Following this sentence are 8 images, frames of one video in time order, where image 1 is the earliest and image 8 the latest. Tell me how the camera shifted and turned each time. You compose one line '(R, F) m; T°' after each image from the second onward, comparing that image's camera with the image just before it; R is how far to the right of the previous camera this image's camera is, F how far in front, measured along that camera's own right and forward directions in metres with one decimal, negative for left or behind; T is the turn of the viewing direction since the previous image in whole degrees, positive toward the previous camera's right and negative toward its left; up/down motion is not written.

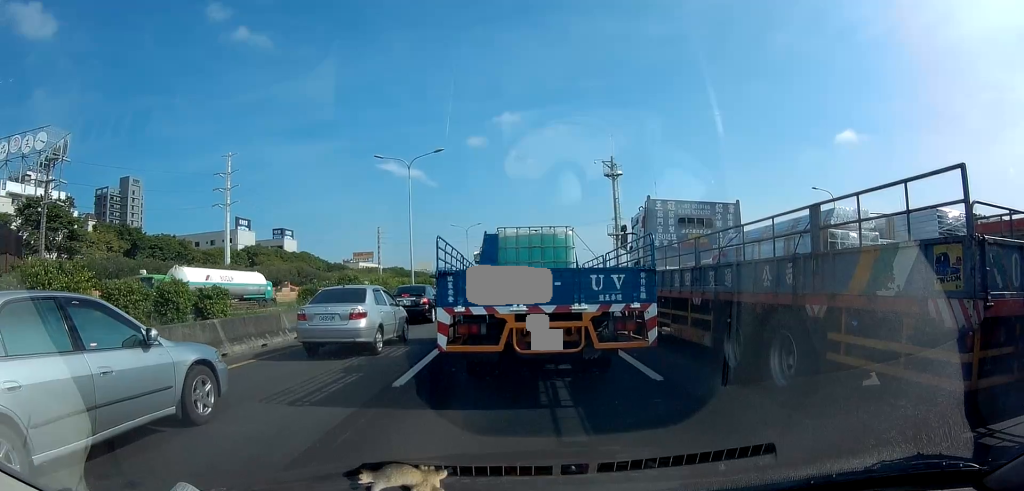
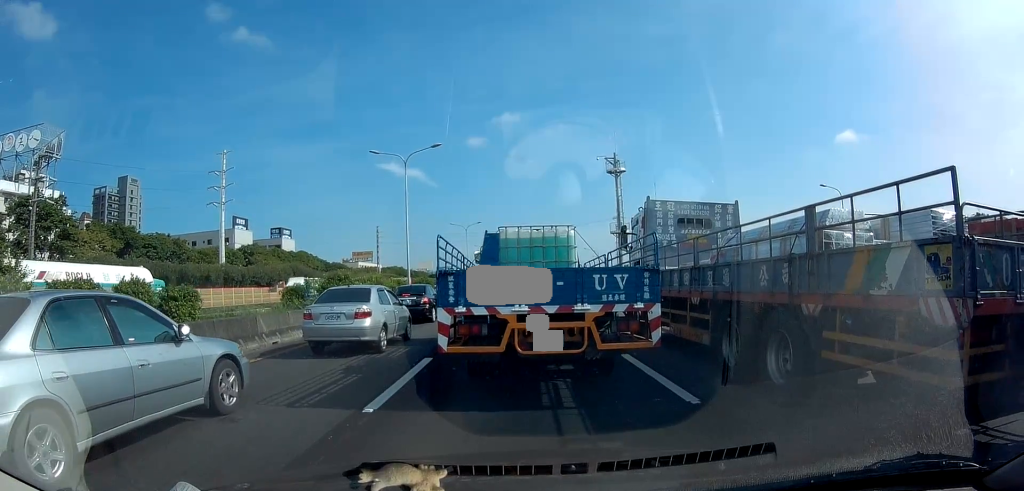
(0.0, +1.5) m; +1°
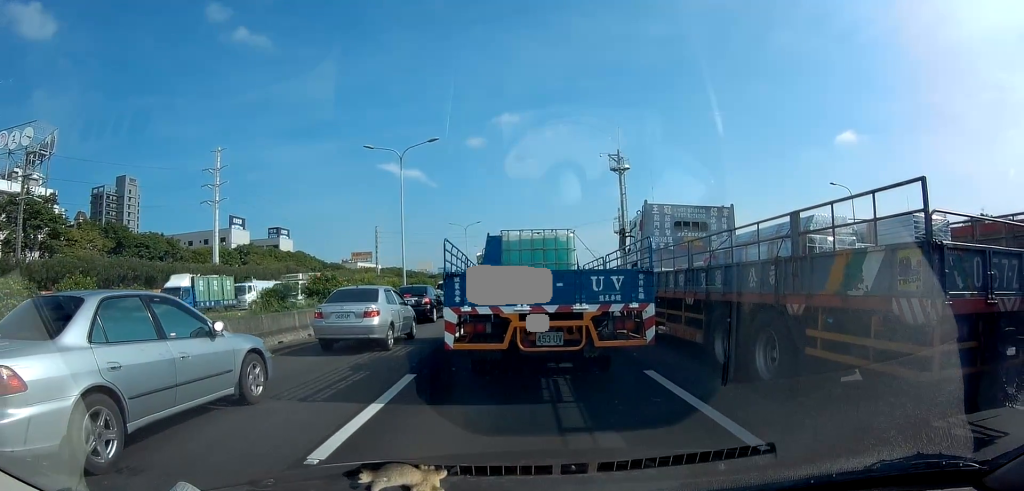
(0.0, +1.7) m; 0°
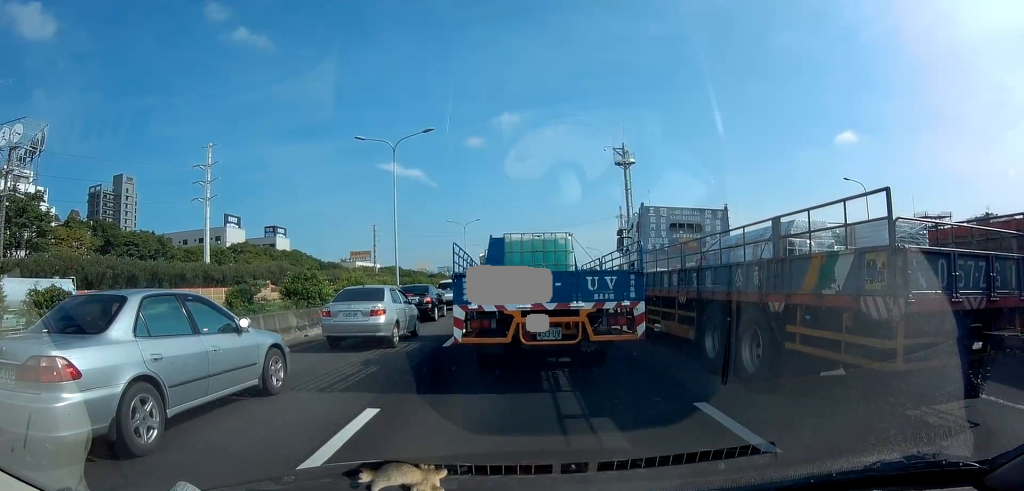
(0.0, +2.2) m; 0°
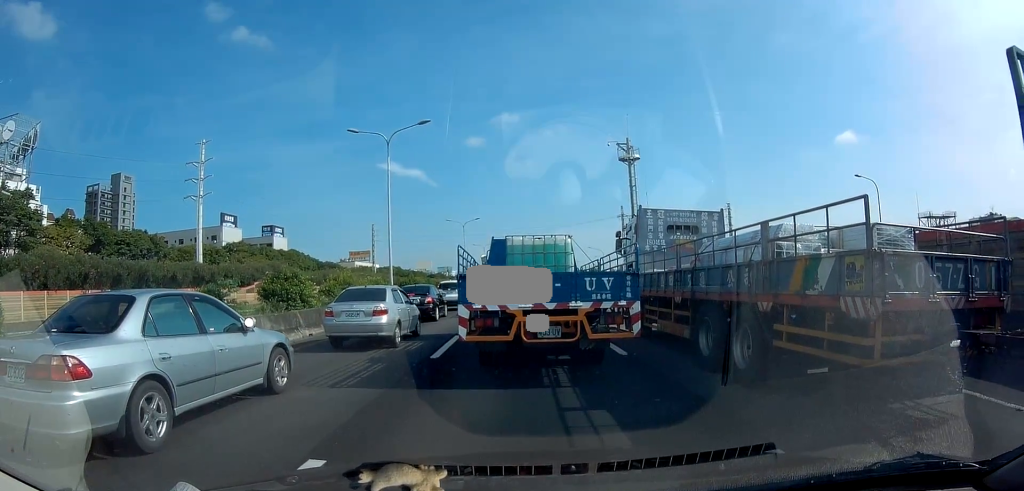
(0.0, +1.8) m; 0°
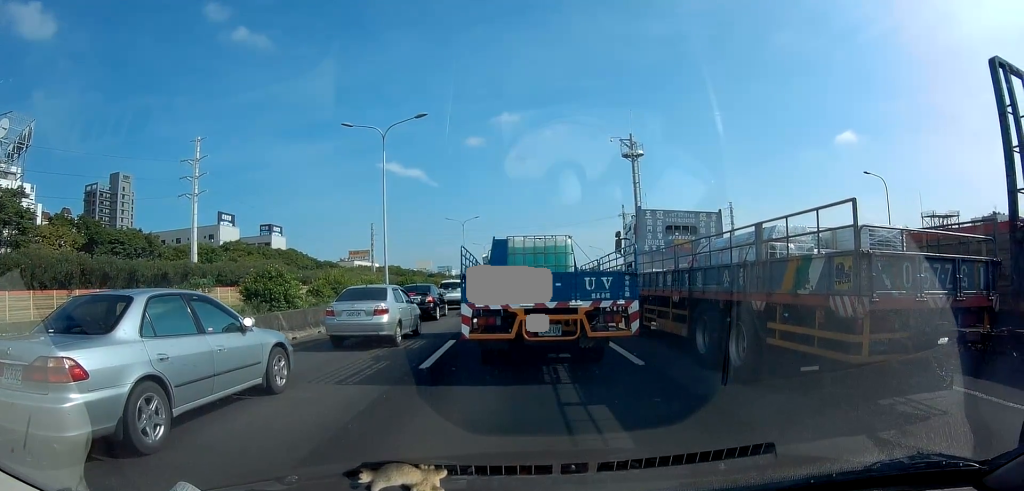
(0.0, +1.3) m; 0°
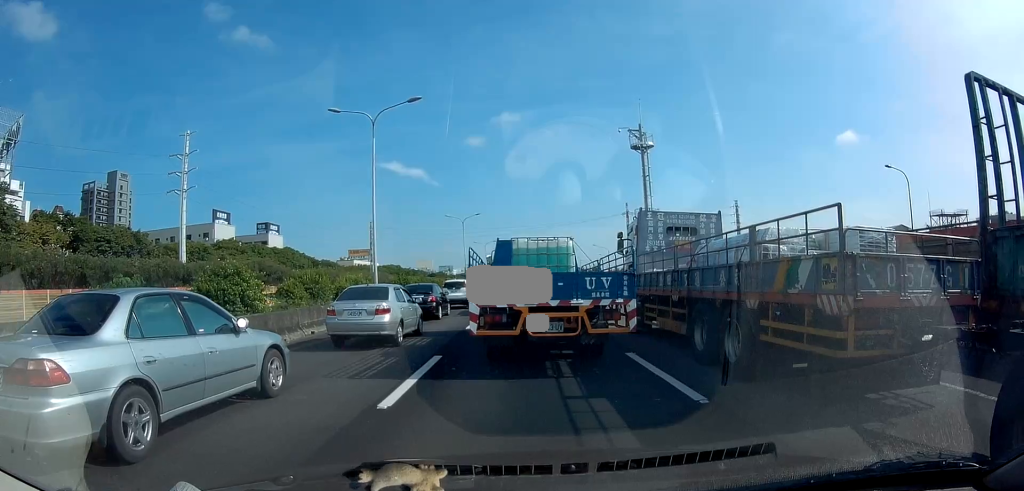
(0.0, +2.9) m; 0°
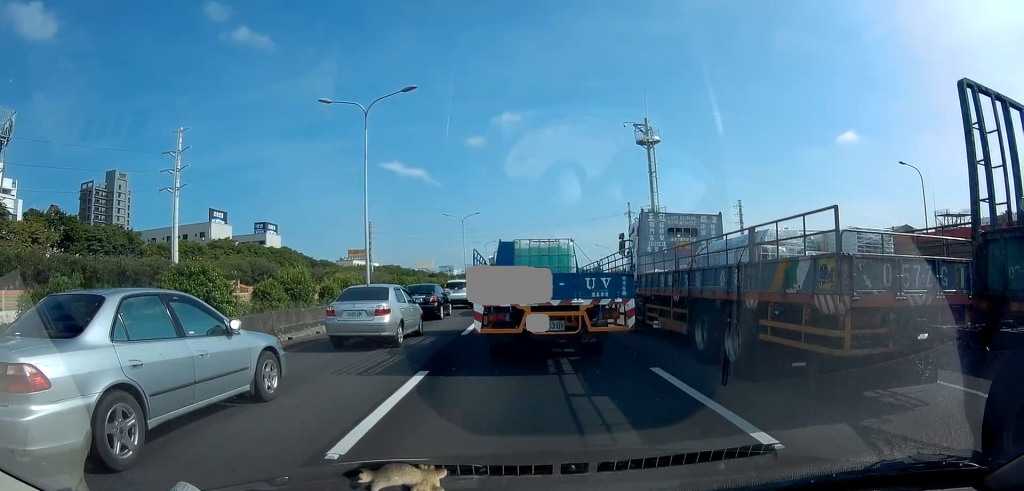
(0.0, +1.7) m; 0°
